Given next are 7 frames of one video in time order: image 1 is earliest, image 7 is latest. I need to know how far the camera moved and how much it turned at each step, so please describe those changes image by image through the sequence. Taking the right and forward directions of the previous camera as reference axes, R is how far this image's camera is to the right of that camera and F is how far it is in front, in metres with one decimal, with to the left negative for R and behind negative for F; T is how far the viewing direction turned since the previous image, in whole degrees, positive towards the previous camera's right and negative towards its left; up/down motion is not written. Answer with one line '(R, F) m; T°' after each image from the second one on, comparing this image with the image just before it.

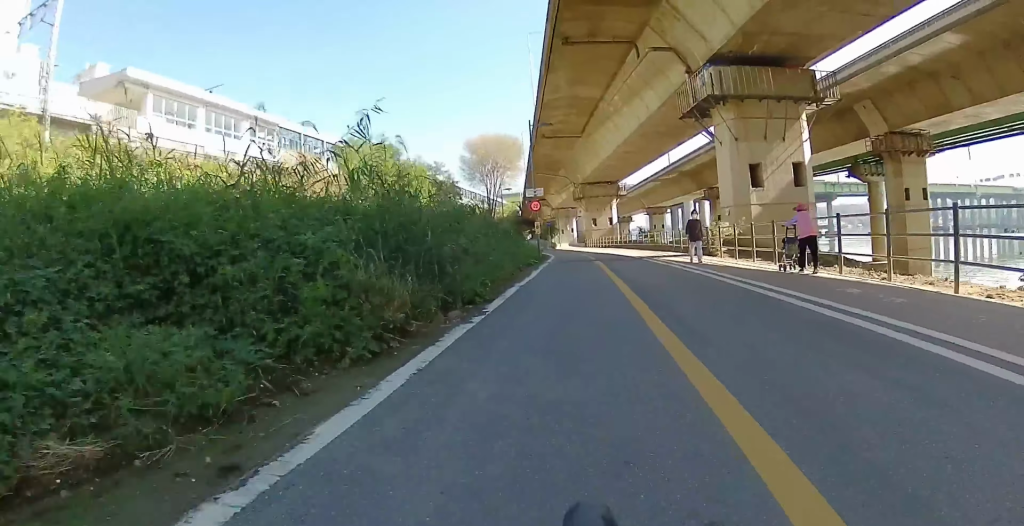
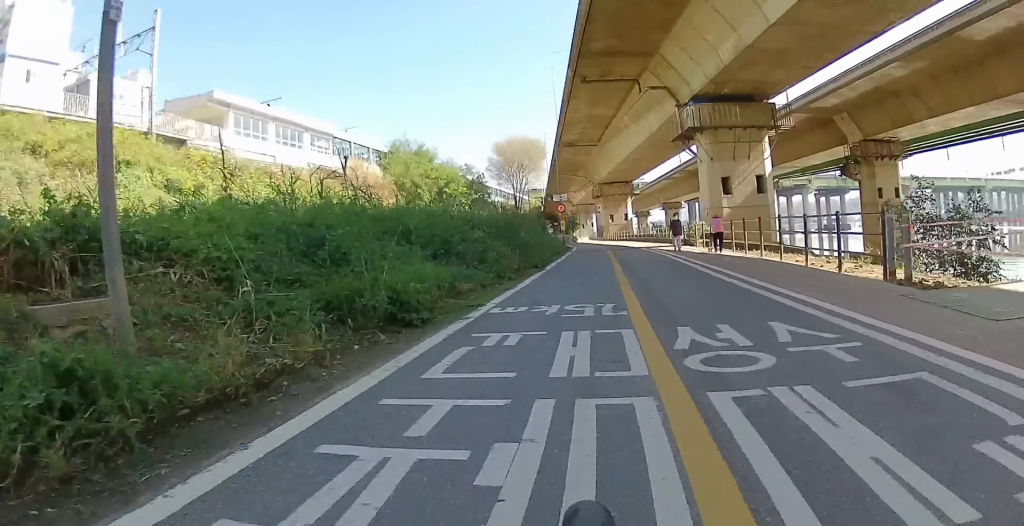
(-0.3, +8.5) m; -2°
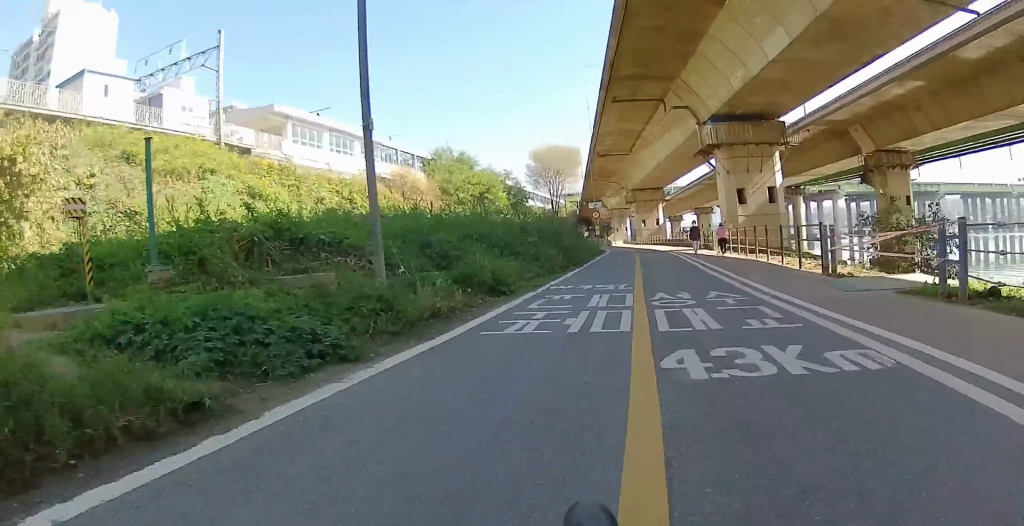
(0.0, +4.3) m; +2°
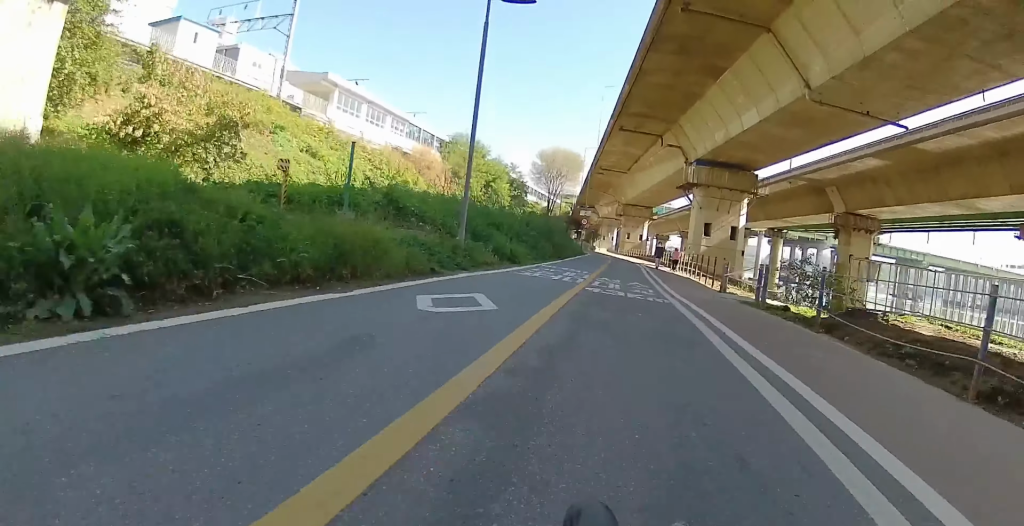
(+0.2, +7.1) m; +2°
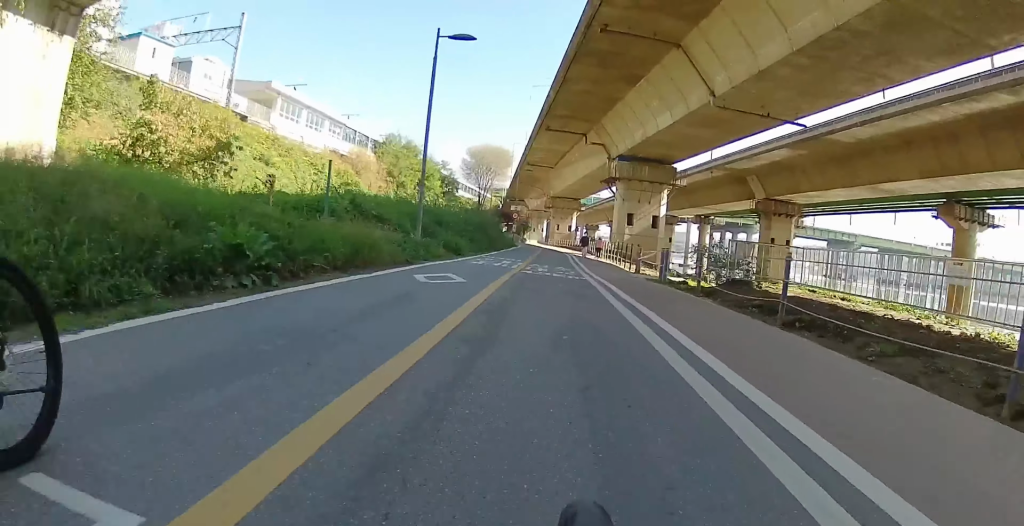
(+0.3, +3.4) m; 0°
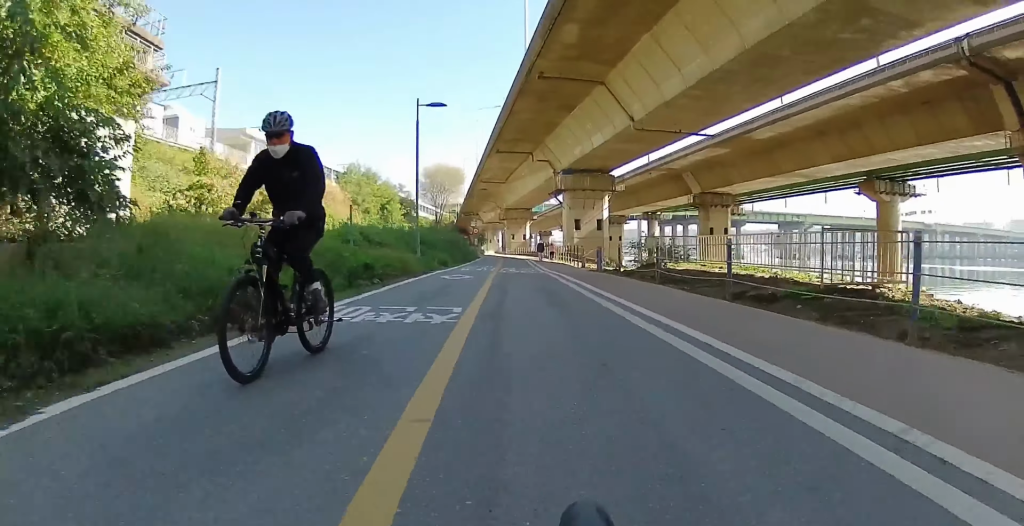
(-0.2, +6.5) m; -2°
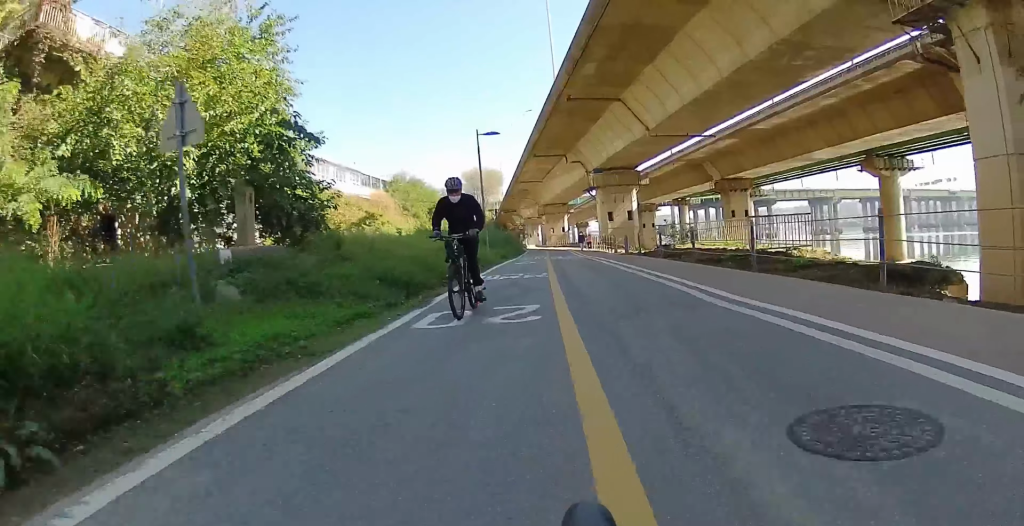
(-0.3, +7.4) m; 0°
